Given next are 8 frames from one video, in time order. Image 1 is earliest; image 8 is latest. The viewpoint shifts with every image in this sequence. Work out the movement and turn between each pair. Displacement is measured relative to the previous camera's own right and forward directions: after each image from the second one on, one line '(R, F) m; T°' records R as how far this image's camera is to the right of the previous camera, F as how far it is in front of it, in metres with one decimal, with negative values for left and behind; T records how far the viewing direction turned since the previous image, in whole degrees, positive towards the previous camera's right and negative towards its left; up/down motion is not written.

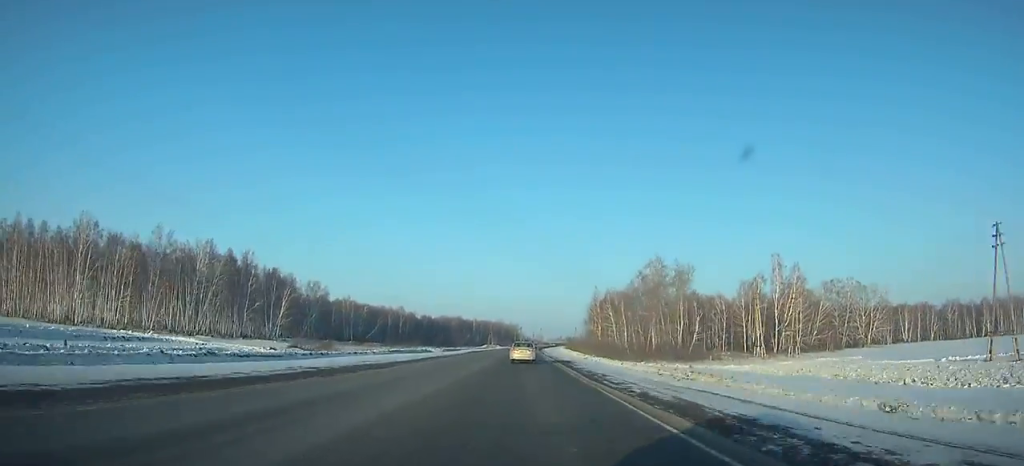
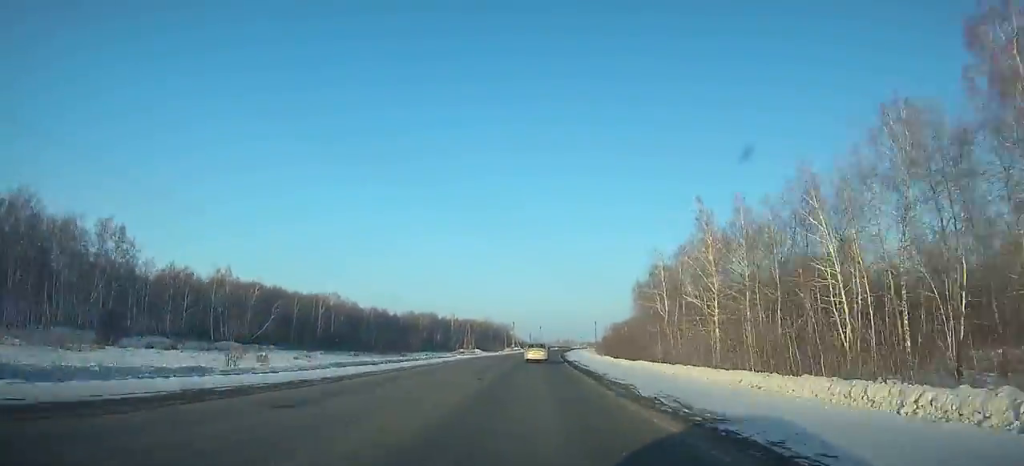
(+0.8, +96.6) m; +2°
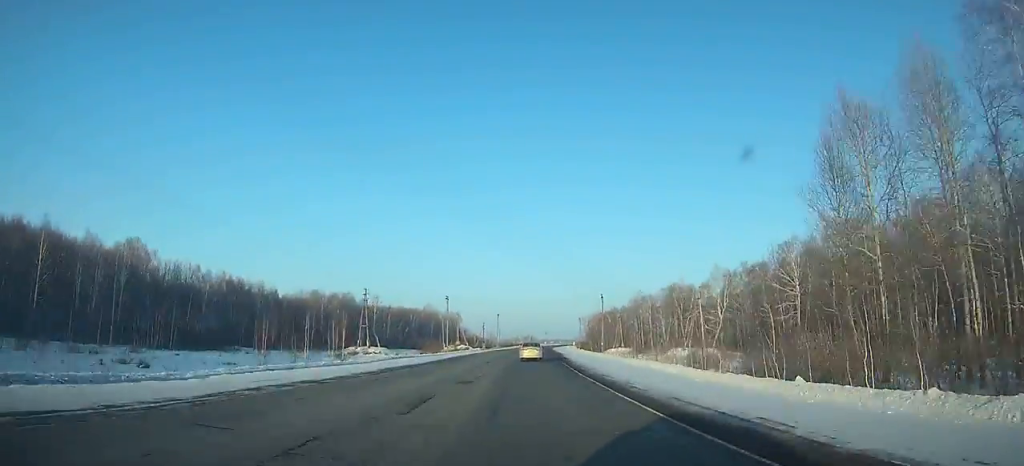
(+2.5, +89.4) m; +3°
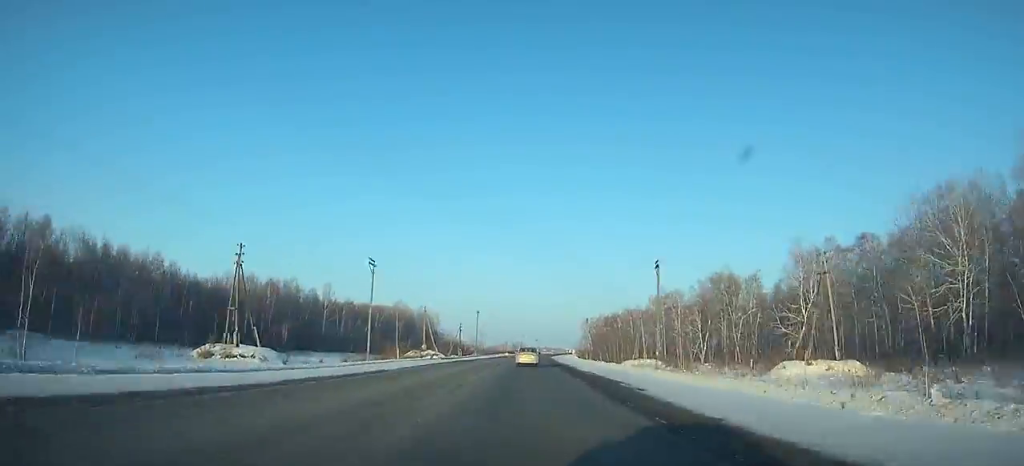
(+0.5, +48.1) m; +1°
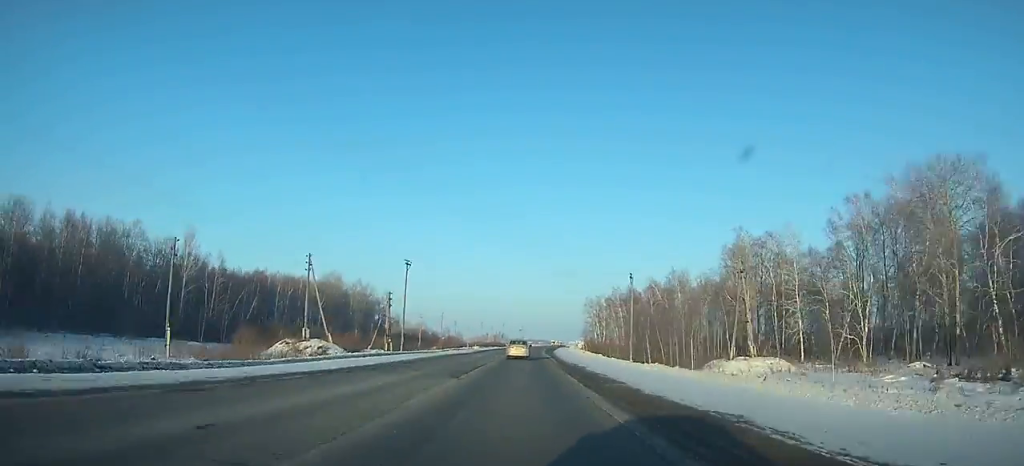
(+0.9, +71.4) m; +2°
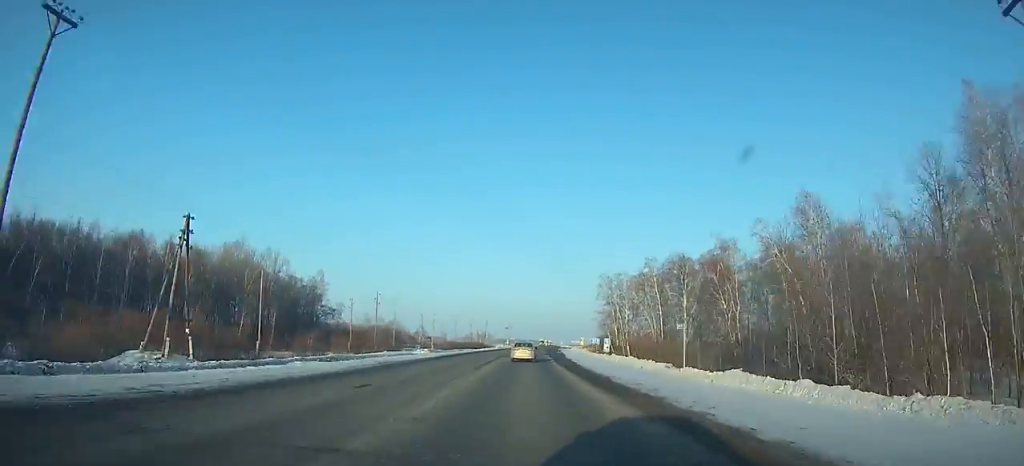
(+0.7, +56.3) m; +1°
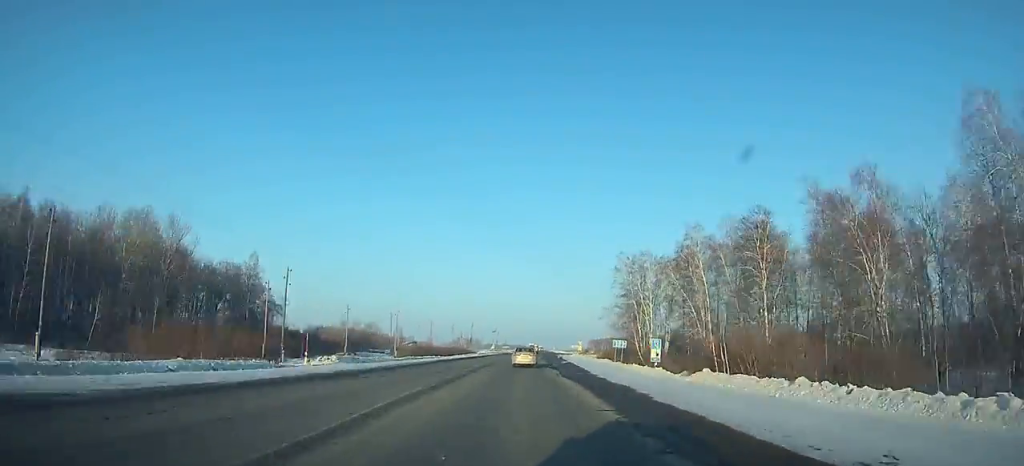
(0.0, +32.6) m; +1°
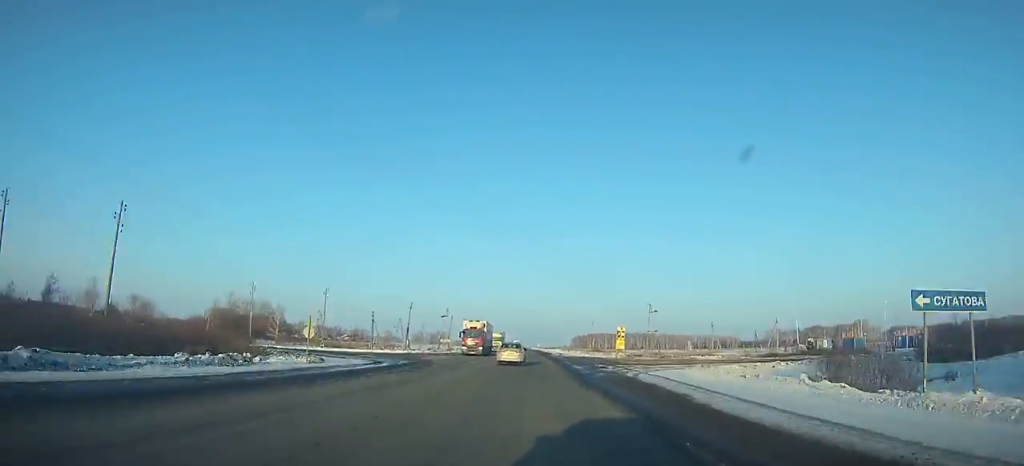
(+3.5, +126.7) m; +3°
